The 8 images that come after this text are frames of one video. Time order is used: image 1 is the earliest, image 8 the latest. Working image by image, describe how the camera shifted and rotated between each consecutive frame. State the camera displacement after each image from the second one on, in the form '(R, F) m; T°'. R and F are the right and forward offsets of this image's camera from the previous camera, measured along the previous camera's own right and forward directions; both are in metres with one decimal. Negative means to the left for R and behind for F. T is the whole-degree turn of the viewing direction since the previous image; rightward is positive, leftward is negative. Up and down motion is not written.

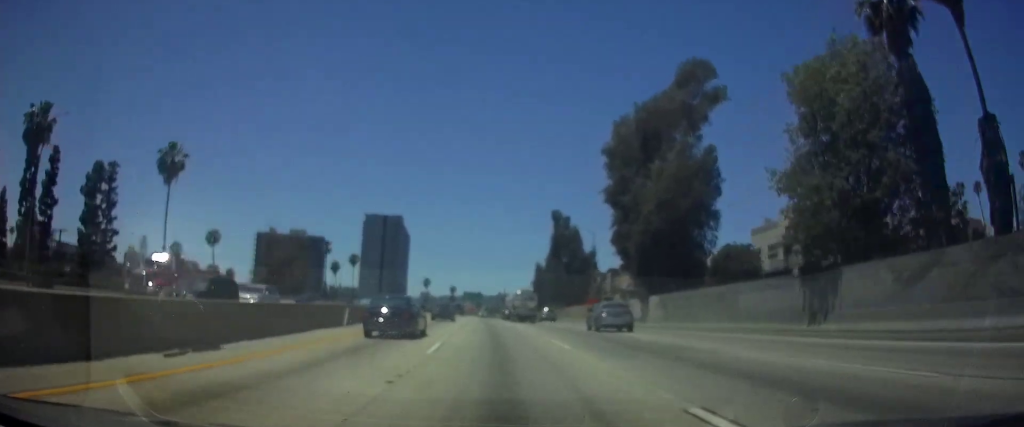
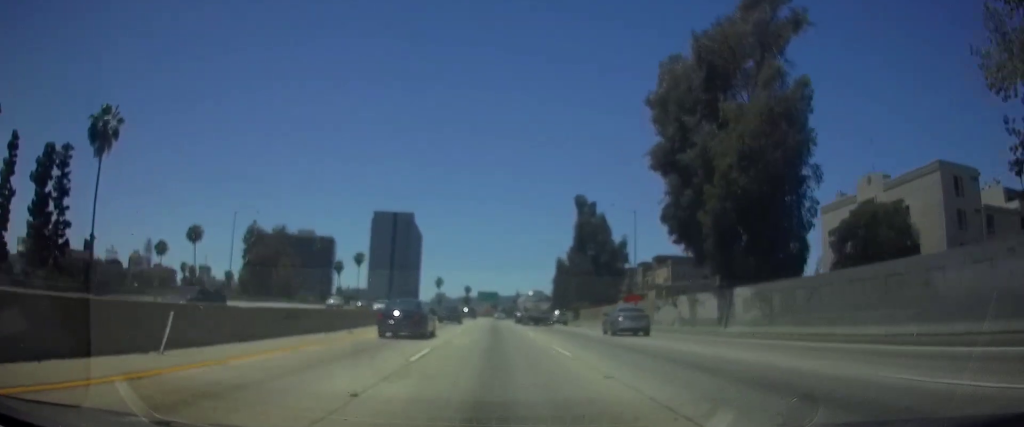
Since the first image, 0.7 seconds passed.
(-0.2, +16.2) m; -1°
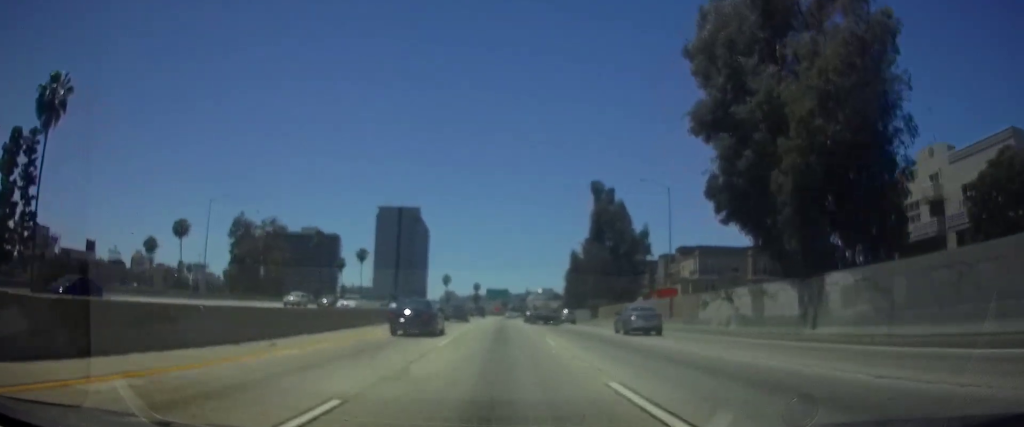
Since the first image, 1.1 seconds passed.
(-0.1, +9.7) m; -1°
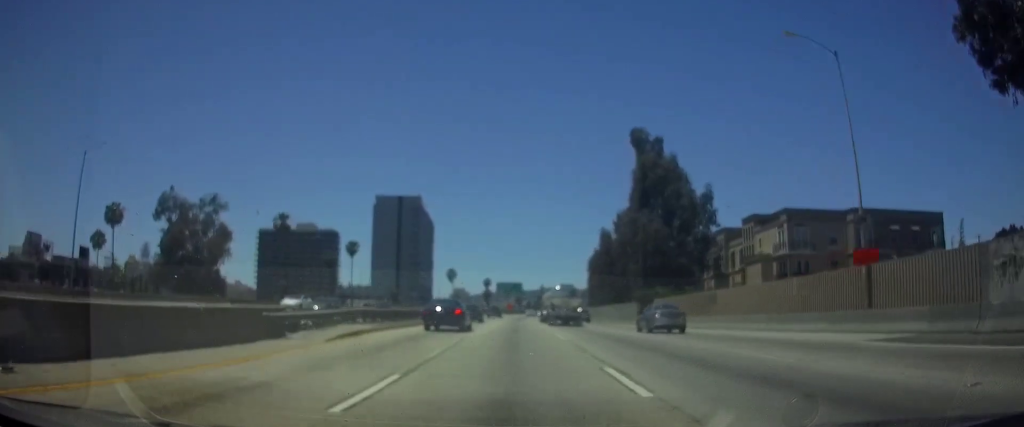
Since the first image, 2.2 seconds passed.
(-0.4, +26.8) m; -1°
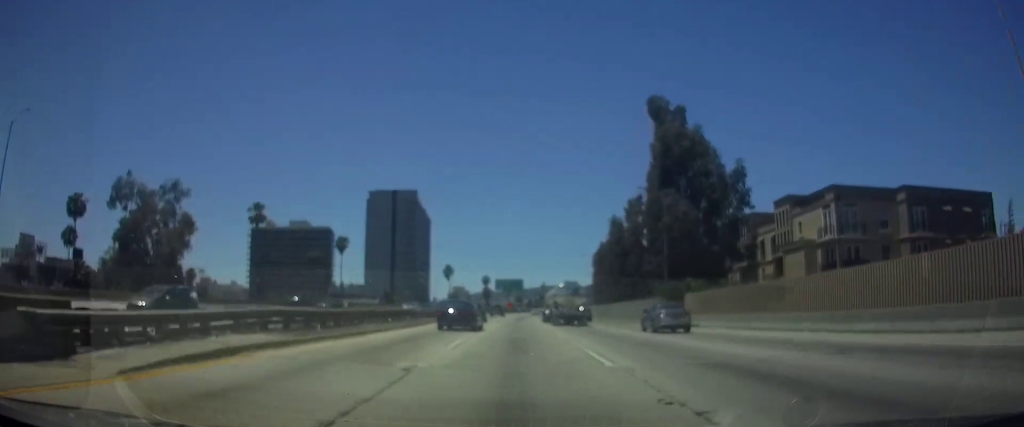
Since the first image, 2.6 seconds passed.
(-0.1, +10.5) m; 0°
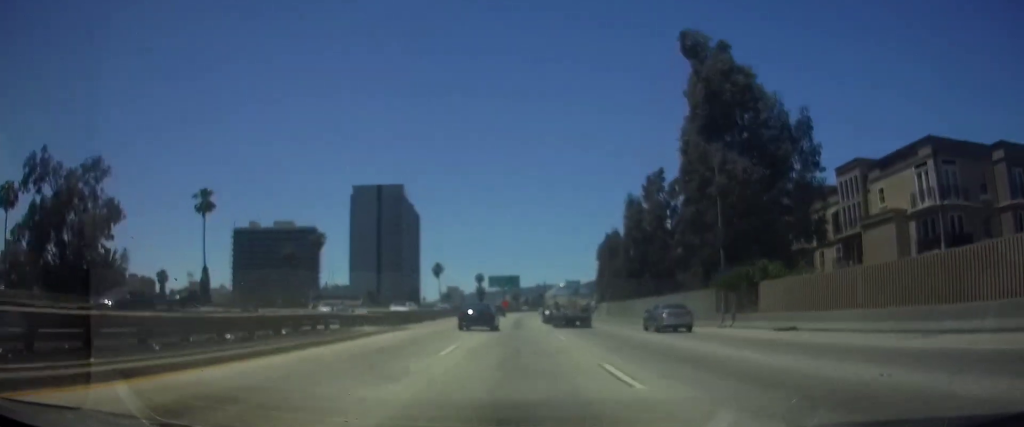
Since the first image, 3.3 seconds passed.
(+0.1, +16.2) m; 0°
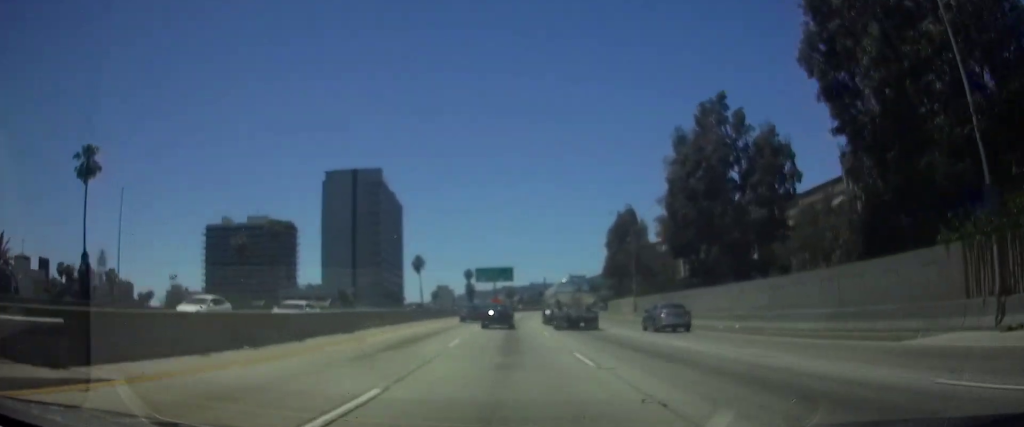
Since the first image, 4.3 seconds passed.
(0.0, +25.1) m; 0°
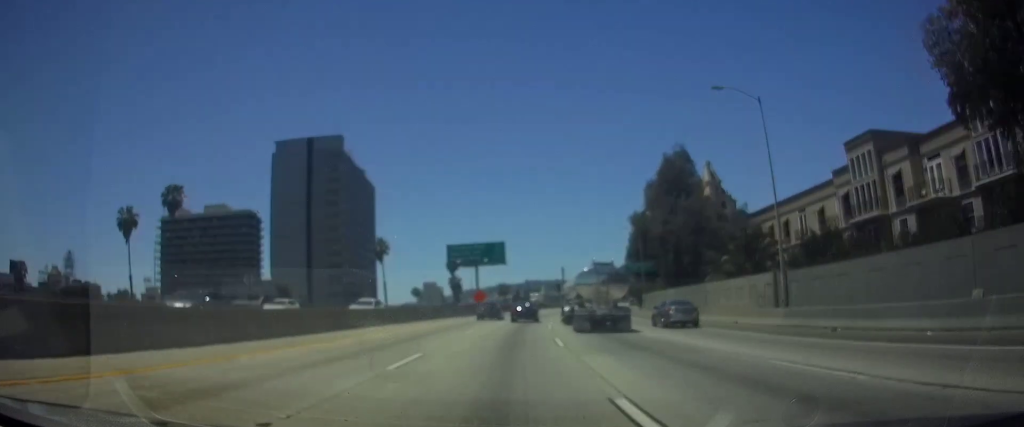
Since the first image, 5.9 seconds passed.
(+0.2, +38.1) m; +1°
